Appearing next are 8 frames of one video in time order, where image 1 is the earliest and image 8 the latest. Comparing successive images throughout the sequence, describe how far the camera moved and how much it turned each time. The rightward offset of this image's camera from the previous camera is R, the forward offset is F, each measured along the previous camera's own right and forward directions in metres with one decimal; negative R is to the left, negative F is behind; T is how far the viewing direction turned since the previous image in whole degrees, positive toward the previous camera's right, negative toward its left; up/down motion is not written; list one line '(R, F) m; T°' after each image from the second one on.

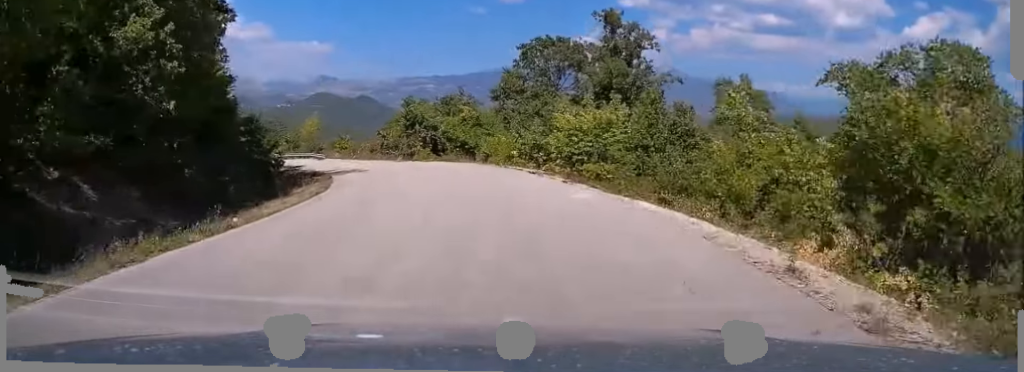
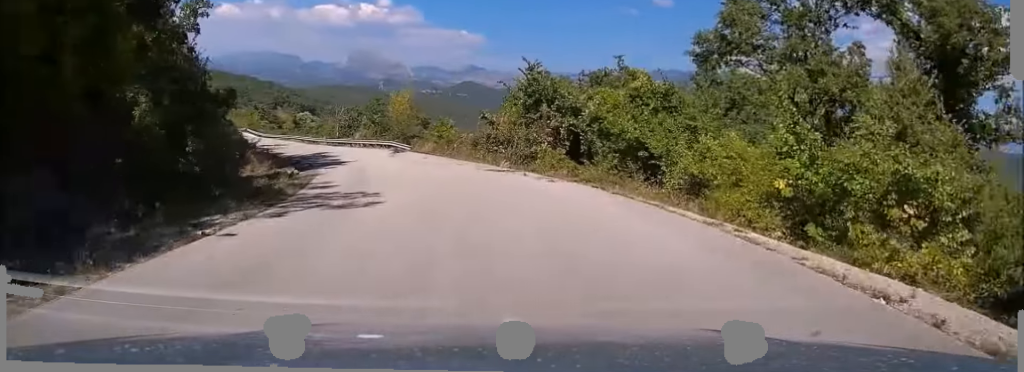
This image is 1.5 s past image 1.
(-2.3, +25.6) m; -12°
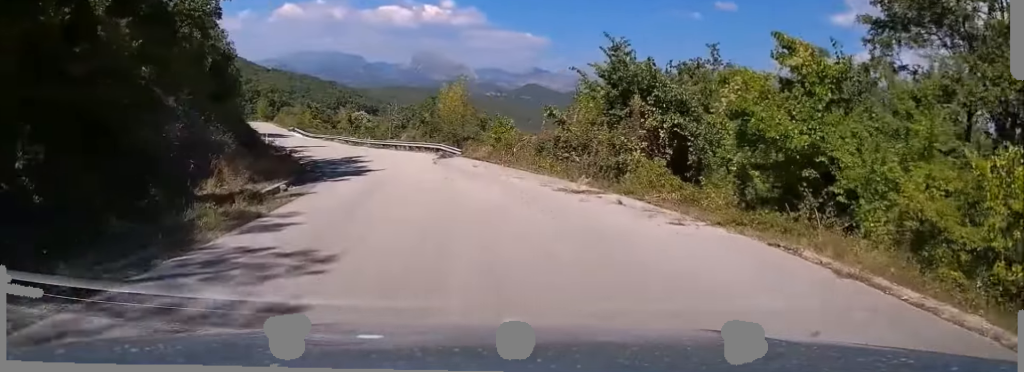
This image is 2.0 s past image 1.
(-0.2, +8.4) m; -5°
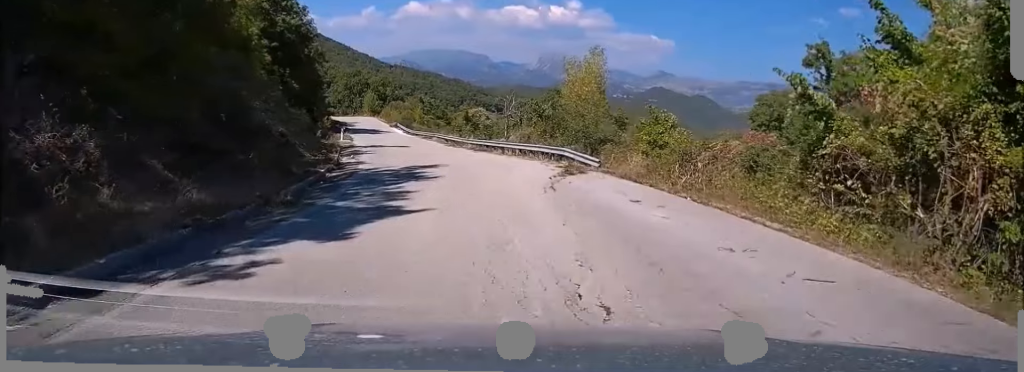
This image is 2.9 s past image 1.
(-1.4, +15.1) m; -10°
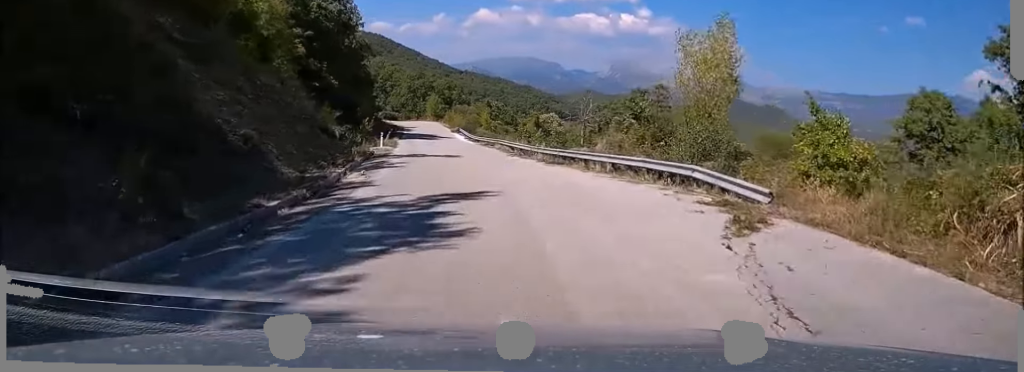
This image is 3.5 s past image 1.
(-0.7, +10.5) m; -5°
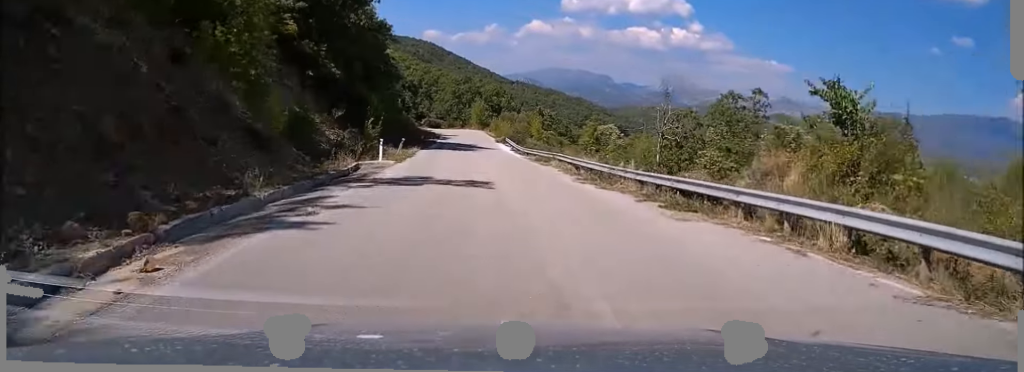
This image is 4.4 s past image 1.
(-0.9, +14.8) m; -5°
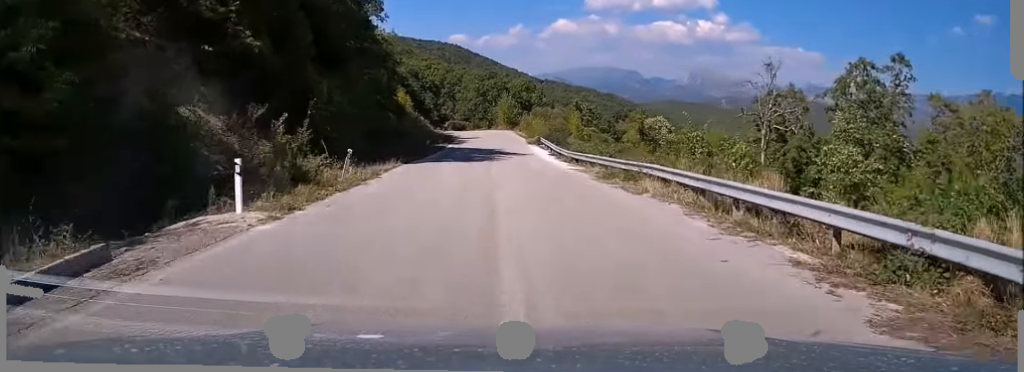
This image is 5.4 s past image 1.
(-0.6, +18.1) m; -3°
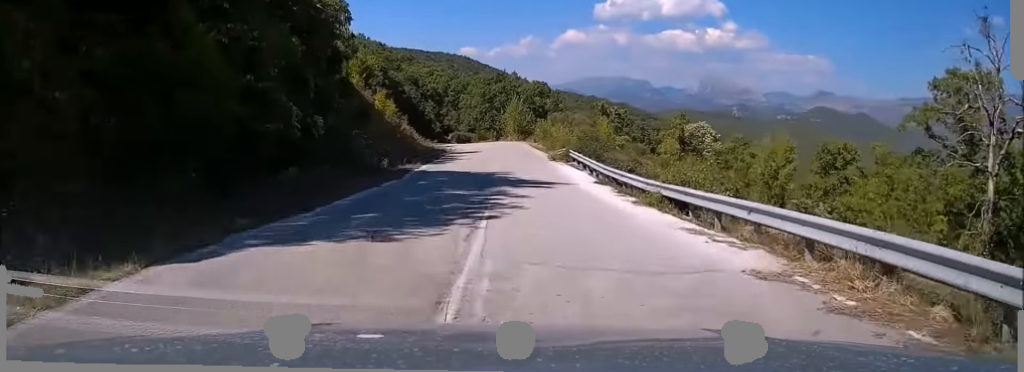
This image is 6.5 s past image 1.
(-0.3, +21.1) m; -1°
